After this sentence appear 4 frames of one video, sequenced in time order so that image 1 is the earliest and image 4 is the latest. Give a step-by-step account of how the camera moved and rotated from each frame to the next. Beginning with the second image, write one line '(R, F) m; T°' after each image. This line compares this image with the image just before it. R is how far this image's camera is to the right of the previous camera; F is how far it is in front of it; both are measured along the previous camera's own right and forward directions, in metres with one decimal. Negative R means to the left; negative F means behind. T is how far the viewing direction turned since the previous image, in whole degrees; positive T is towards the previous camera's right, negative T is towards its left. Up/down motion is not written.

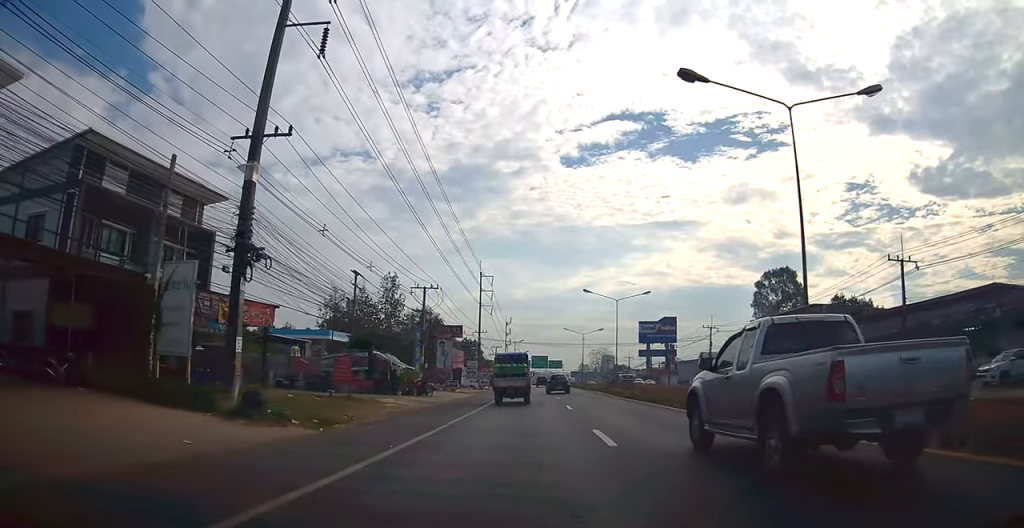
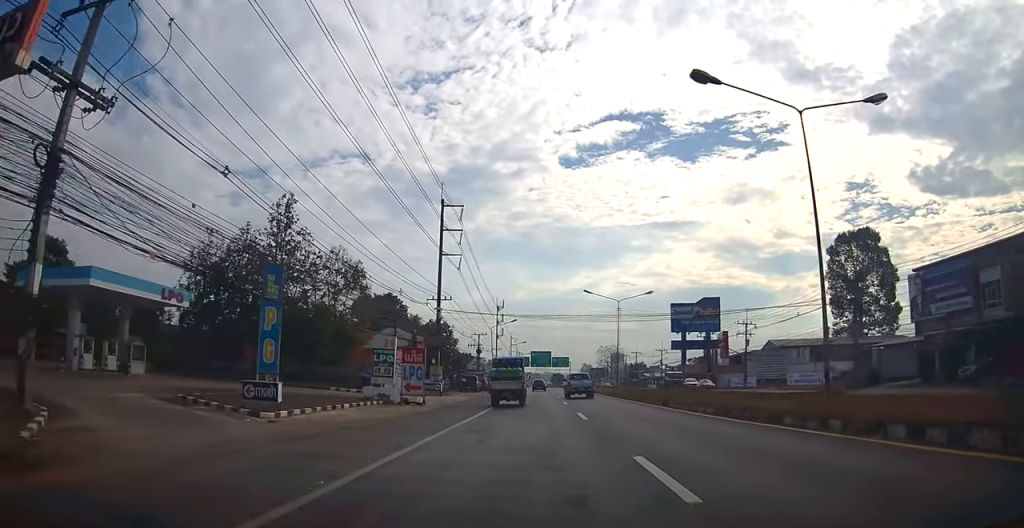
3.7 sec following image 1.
(+0.2, +42.5) m; +2°
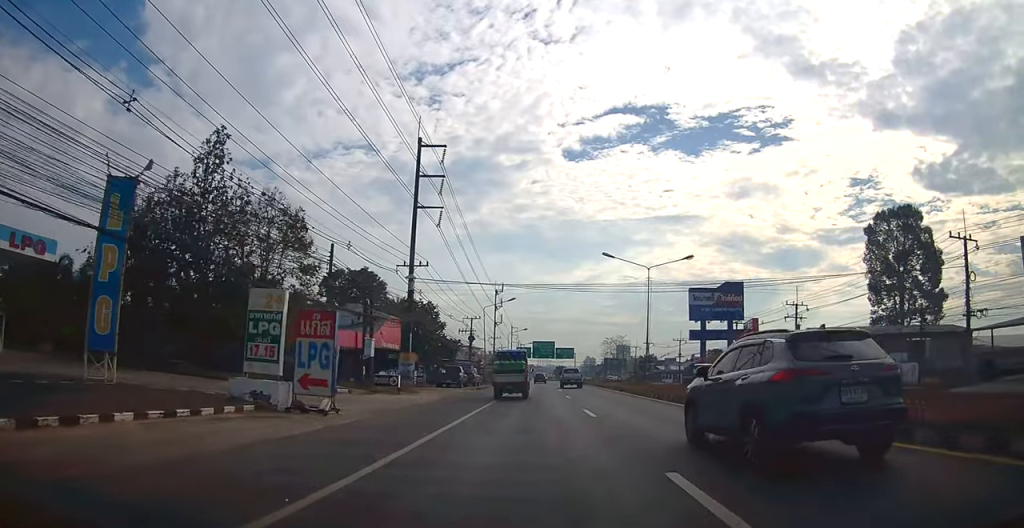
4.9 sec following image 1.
(-0.1, +14.8) m; 0°
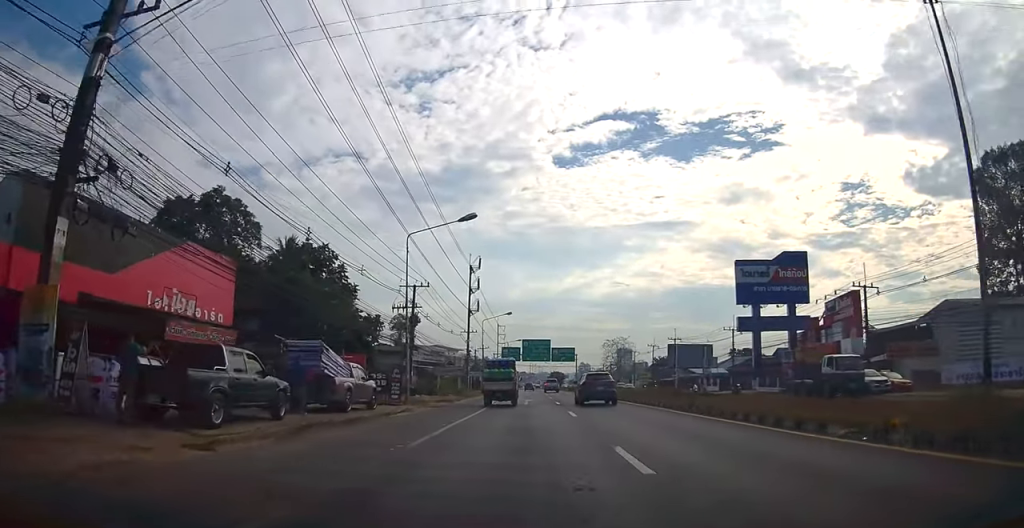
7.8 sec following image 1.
(+0.2, +36.2) m; +1°
